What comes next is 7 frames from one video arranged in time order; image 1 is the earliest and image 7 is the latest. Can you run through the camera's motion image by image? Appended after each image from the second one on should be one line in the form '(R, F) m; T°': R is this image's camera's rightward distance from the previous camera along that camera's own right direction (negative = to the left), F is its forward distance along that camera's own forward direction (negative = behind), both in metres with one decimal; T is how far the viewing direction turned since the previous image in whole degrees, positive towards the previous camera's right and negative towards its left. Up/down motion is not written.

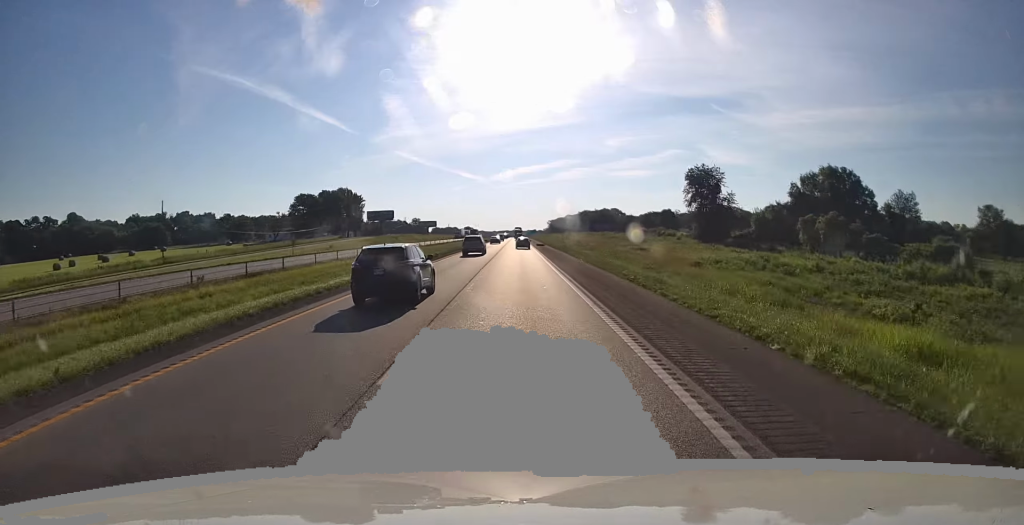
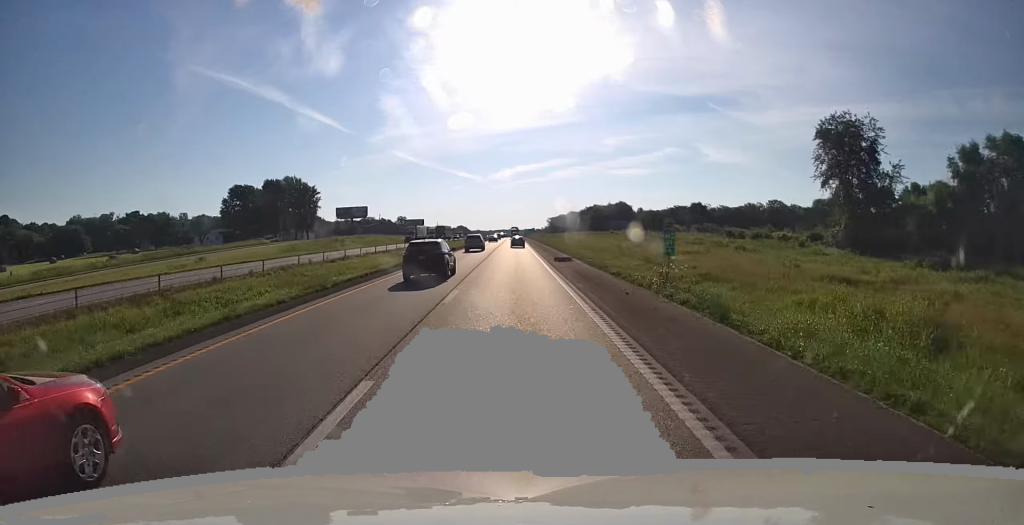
(+0.1, +51.1) m; 0°
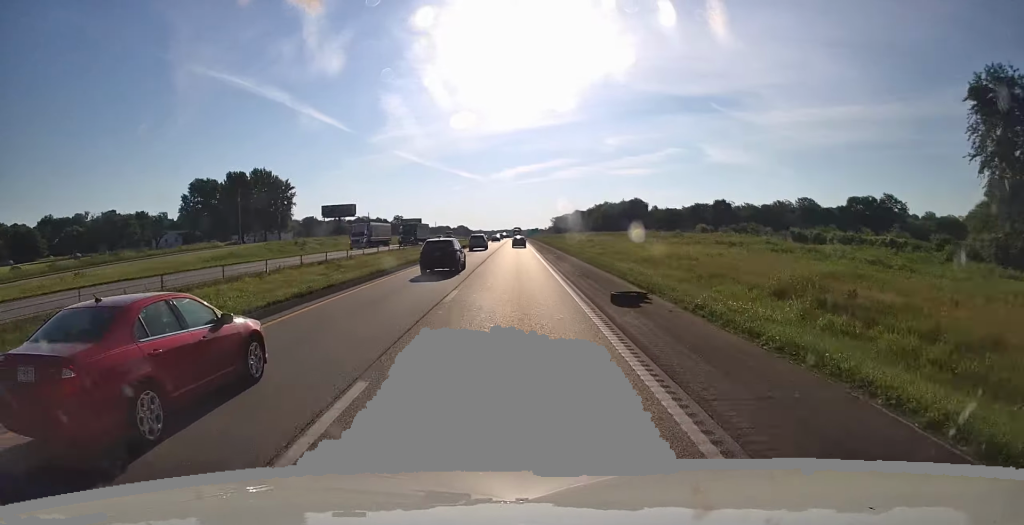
(-0.1, +24.0) m; 0°
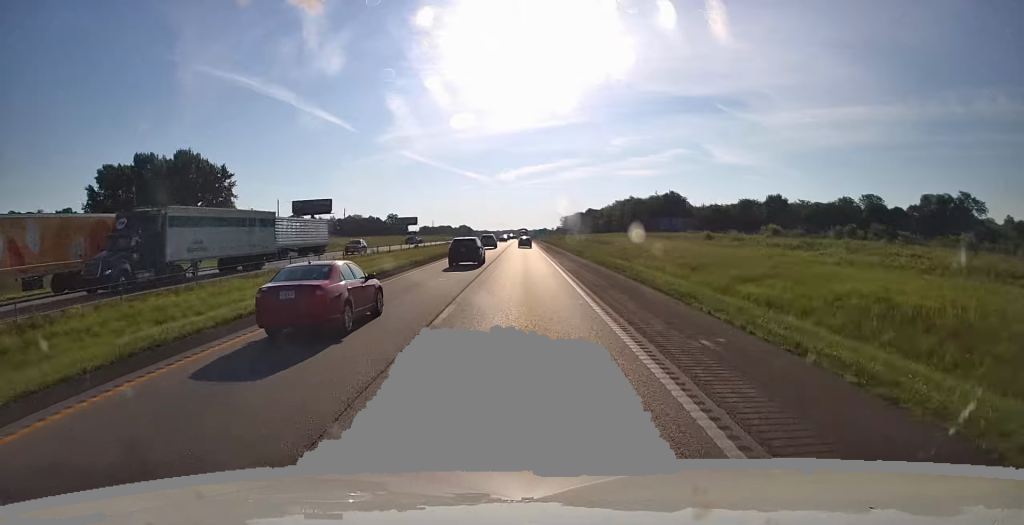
(-0.2, +39.9) m; 0°
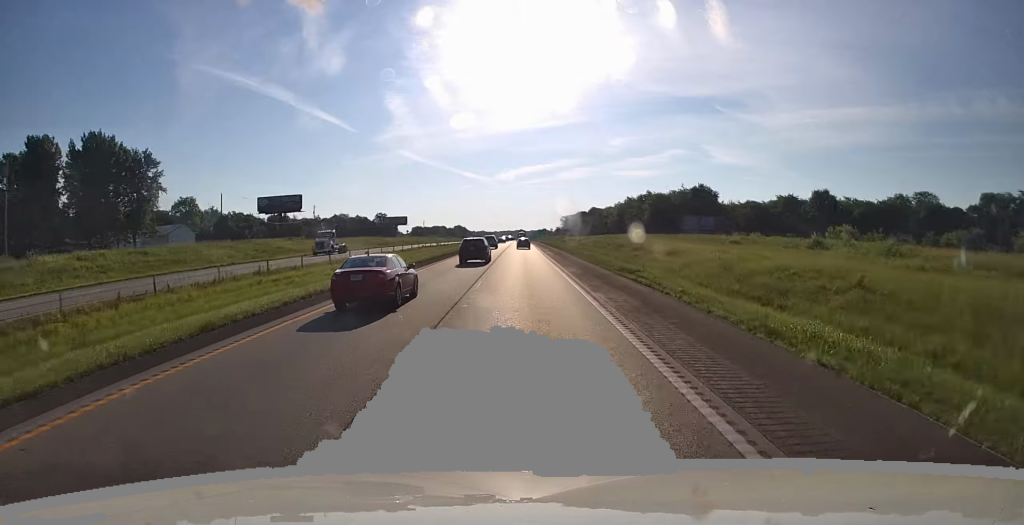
(0.0, +28.1) m; 0°
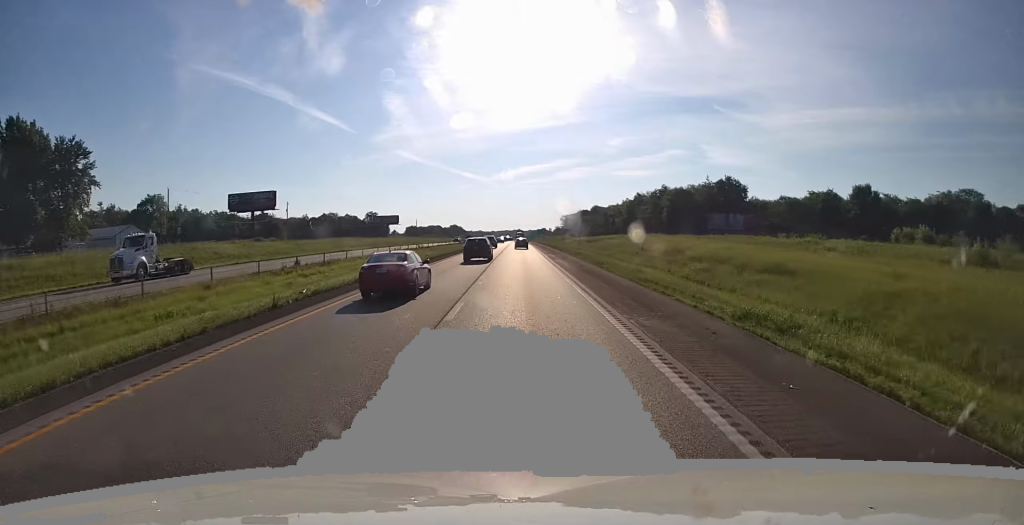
(+0.1, +19.1) m; 0°
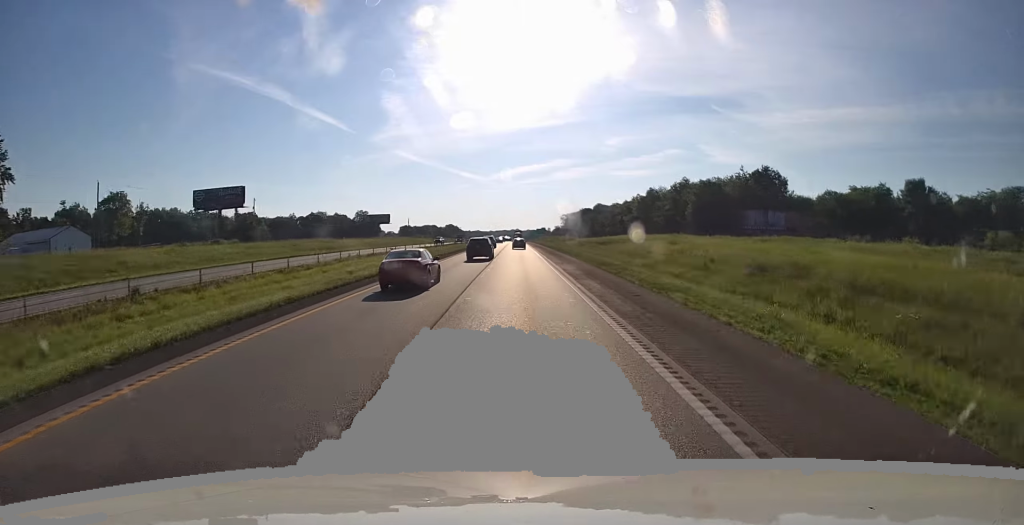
(-0.2, +19.1) m; 0°
